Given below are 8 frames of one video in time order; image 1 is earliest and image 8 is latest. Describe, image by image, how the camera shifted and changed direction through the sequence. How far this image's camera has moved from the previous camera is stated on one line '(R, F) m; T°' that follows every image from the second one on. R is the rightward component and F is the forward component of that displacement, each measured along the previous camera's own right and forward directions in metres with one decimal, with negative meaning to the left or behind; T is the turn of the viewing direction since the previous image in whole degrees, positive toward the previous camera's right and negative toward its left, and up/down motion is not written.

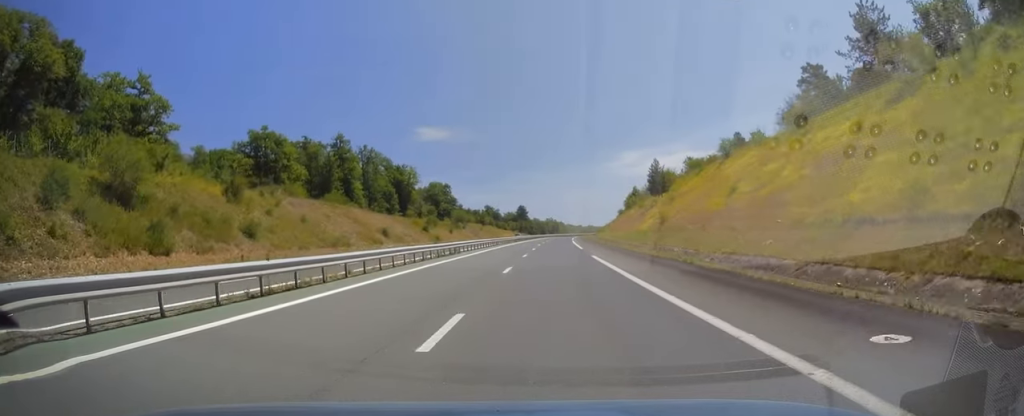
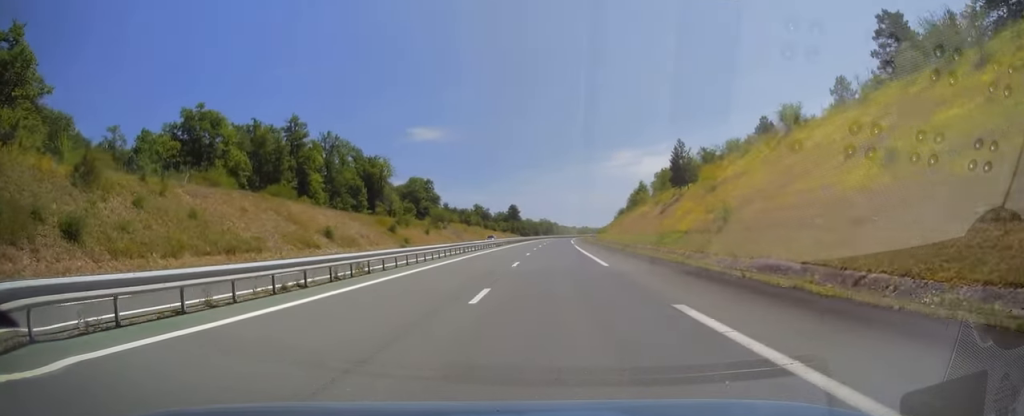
(+0.4, +21.2) m; +1°
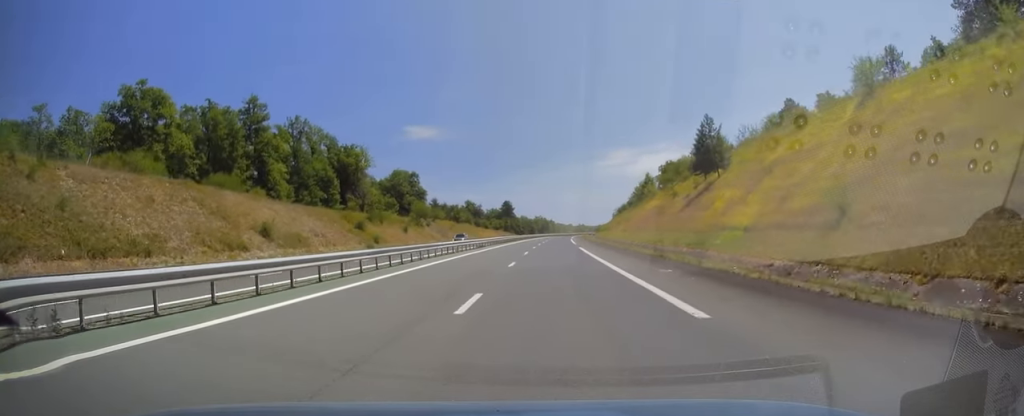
(0.0, +14.8) m; 0°
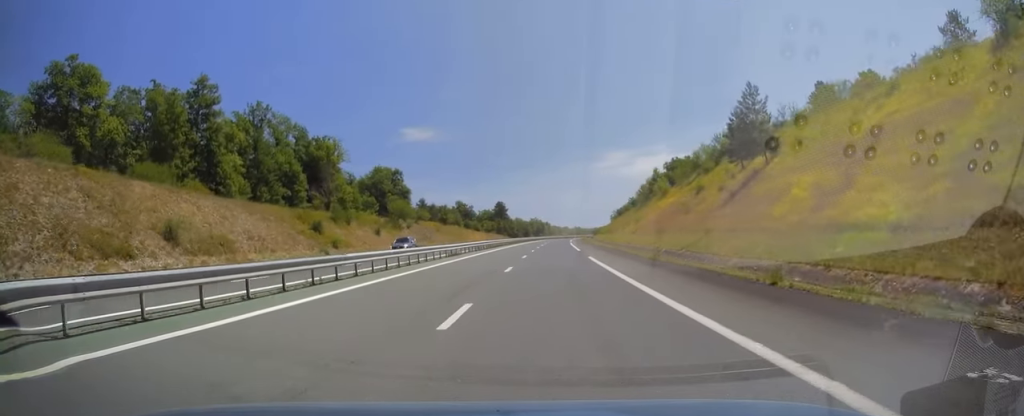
(0.0, +14.3) m; 0°
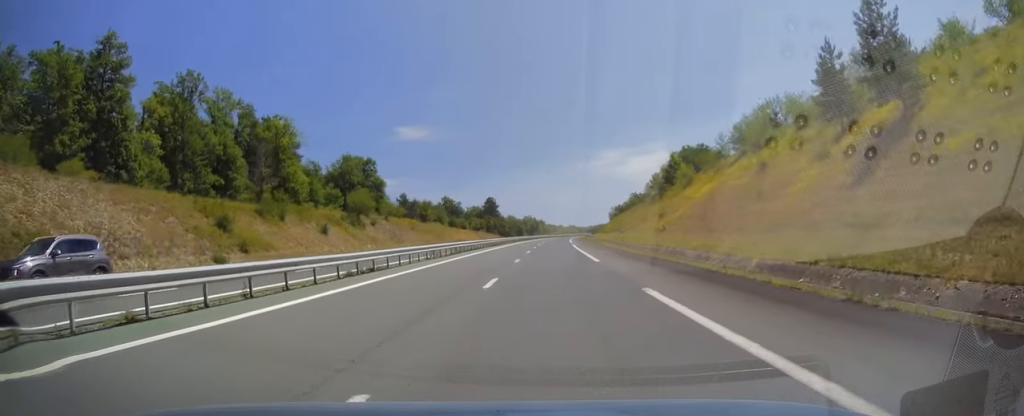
(+0.3, +19.8) m; +1°
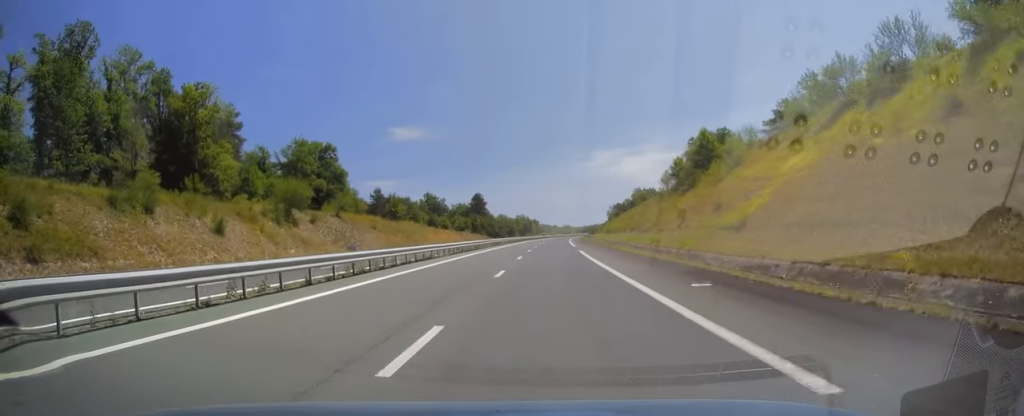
(+0.1, +22.3) m; 0°
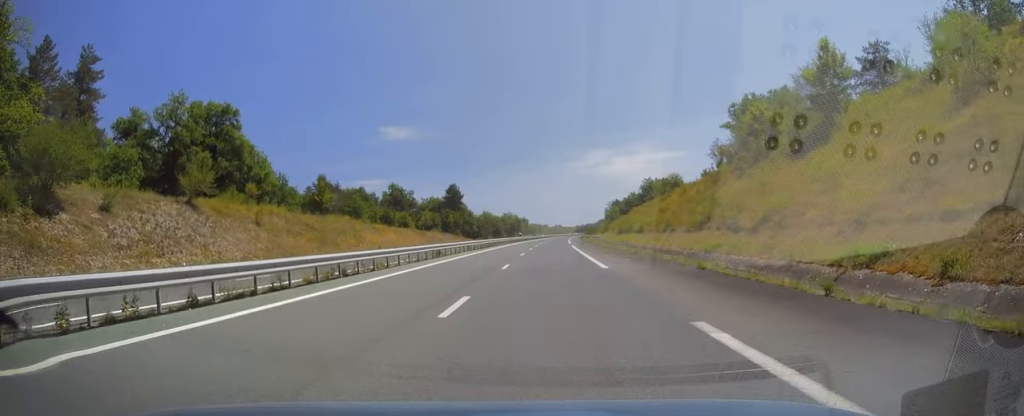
(0.0, +35.1) m; 0°
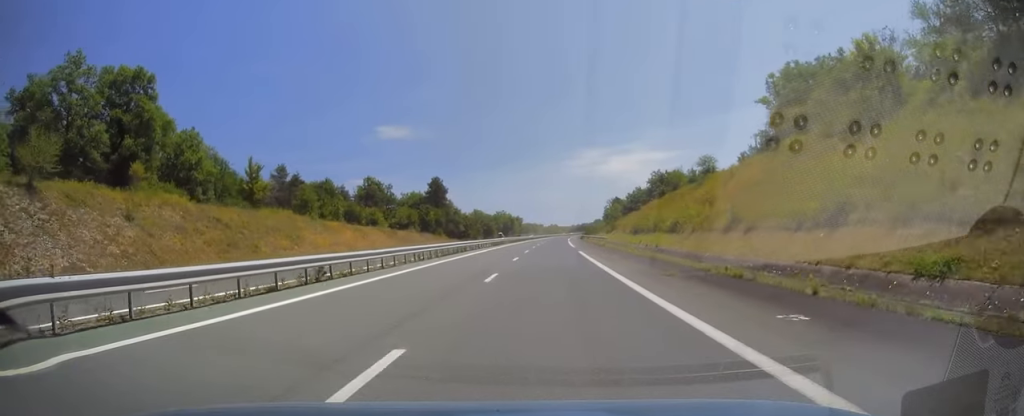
(0.0, +18.7) m; 0°
